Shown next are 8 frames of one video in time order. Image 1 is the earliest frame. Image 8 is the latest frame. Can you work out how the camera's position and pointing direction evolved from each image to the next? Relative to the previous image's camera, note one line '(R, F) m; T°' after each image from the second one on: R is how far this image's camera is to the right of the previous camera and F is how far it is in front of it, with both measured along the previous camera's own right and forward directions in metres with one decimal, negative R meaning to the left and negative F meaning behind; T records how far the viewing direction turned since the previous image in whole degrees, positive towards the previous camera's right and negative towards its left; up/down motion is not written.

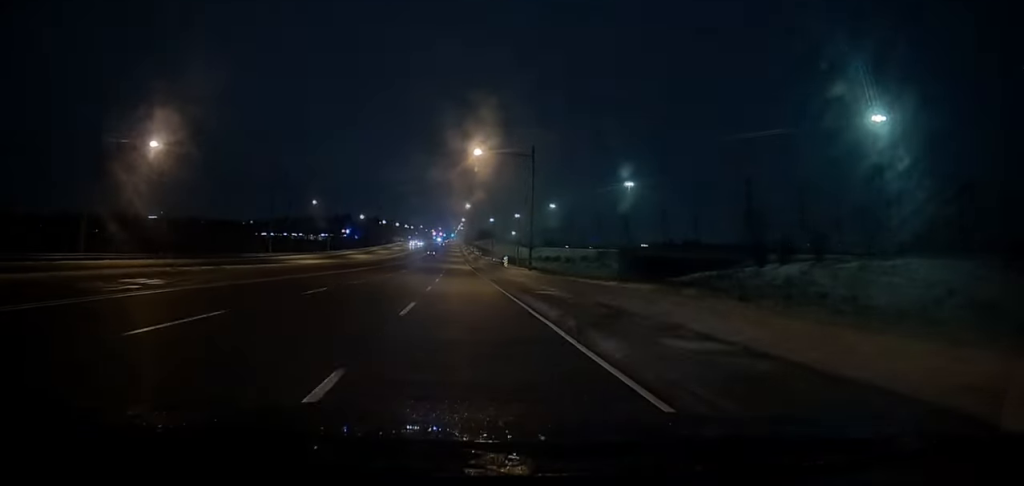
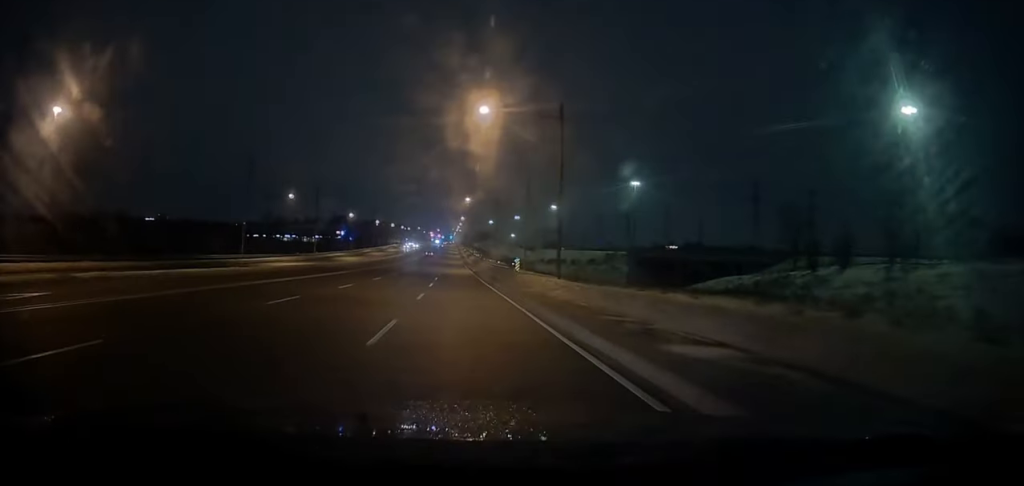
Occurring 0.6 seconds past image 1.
(0.0, +13.0) m; 0°
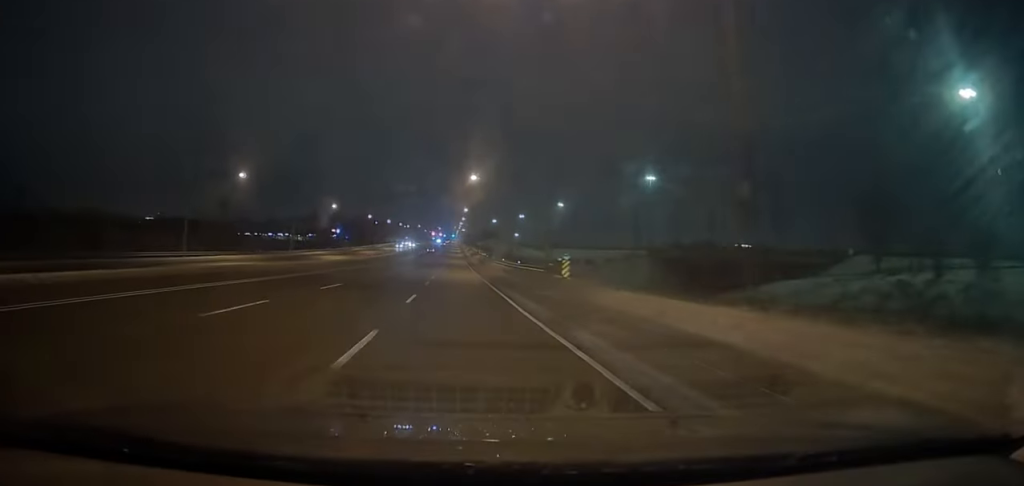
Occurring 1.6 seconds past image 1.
(0.0, +20.7) m; 0°
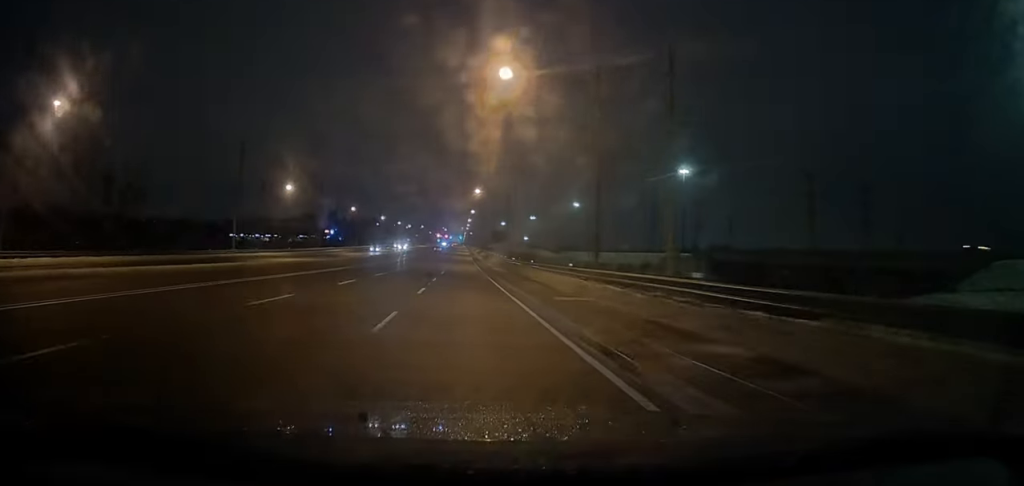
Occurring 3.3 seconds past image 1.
(+0.6, +34.4) m; 0°
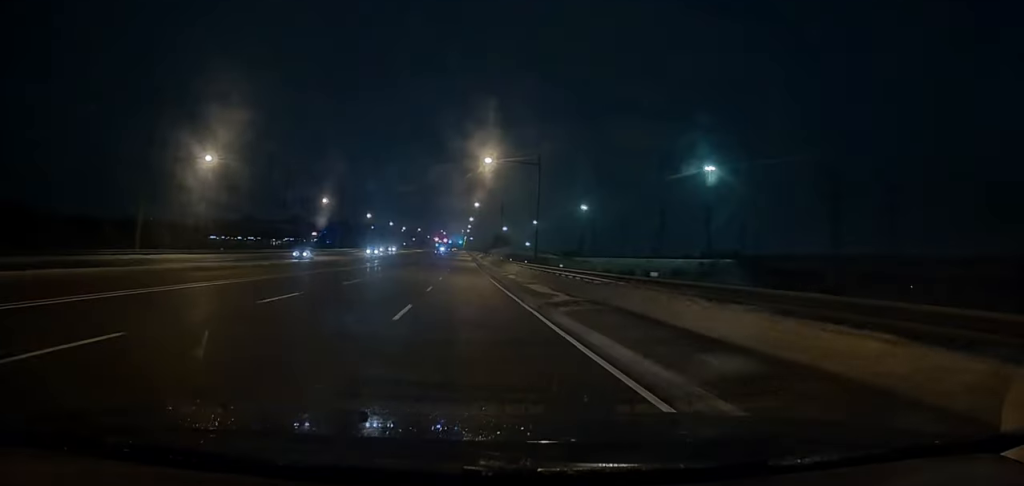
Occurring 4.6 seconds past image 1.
(-0.7, +26.9) m; -2°
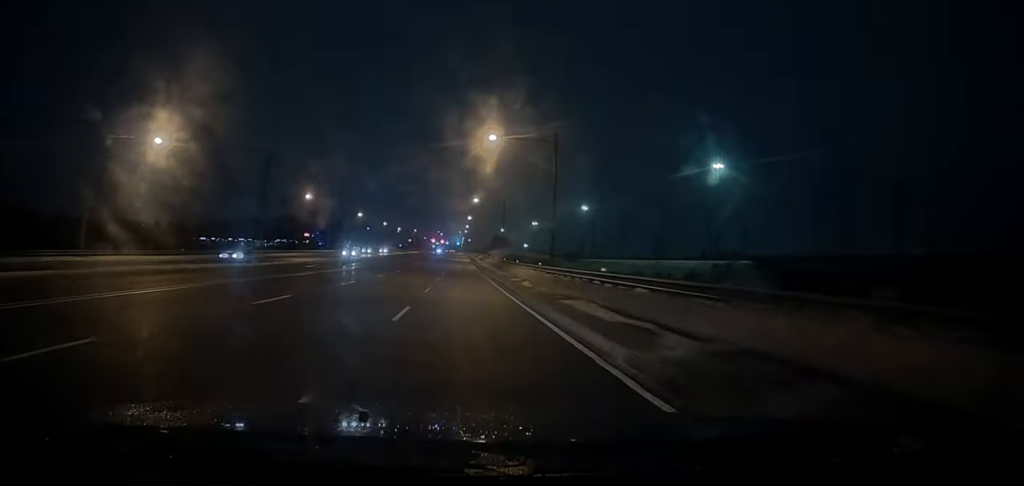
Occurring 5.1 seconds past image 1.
(0.0, +9.6) m; 0°
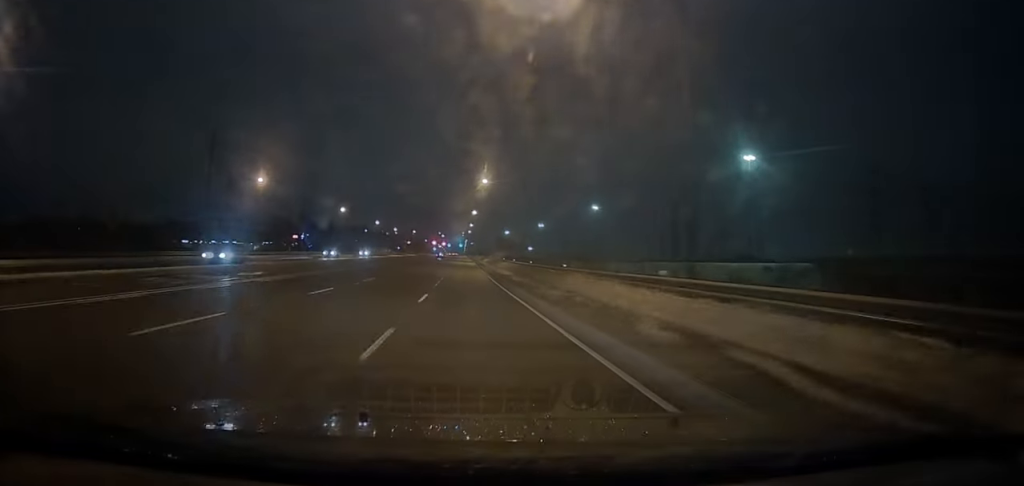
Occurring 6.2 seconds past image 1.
(-0.1, +23.4) m; -1°
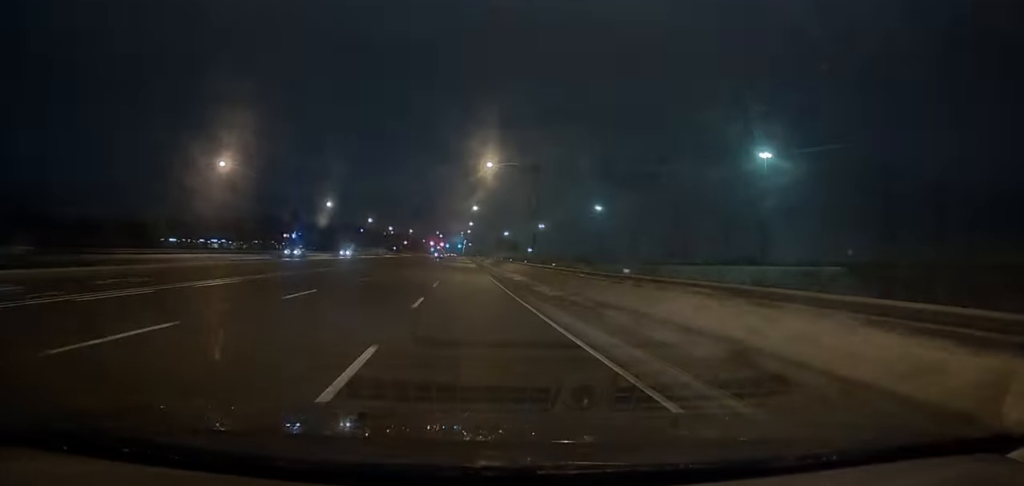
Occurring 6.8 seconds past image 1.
(0.0, +11.6) m; 0°
